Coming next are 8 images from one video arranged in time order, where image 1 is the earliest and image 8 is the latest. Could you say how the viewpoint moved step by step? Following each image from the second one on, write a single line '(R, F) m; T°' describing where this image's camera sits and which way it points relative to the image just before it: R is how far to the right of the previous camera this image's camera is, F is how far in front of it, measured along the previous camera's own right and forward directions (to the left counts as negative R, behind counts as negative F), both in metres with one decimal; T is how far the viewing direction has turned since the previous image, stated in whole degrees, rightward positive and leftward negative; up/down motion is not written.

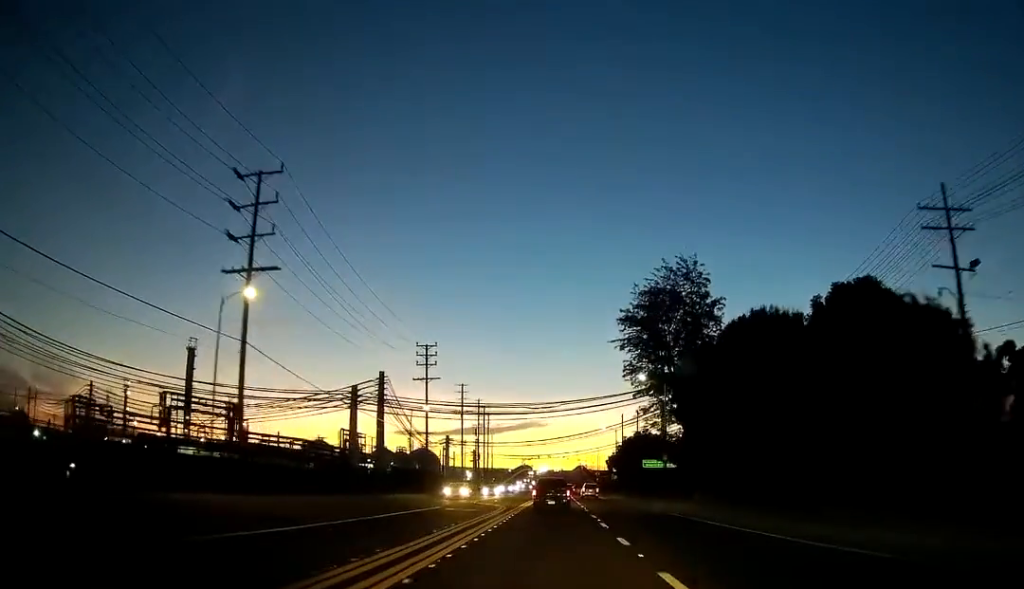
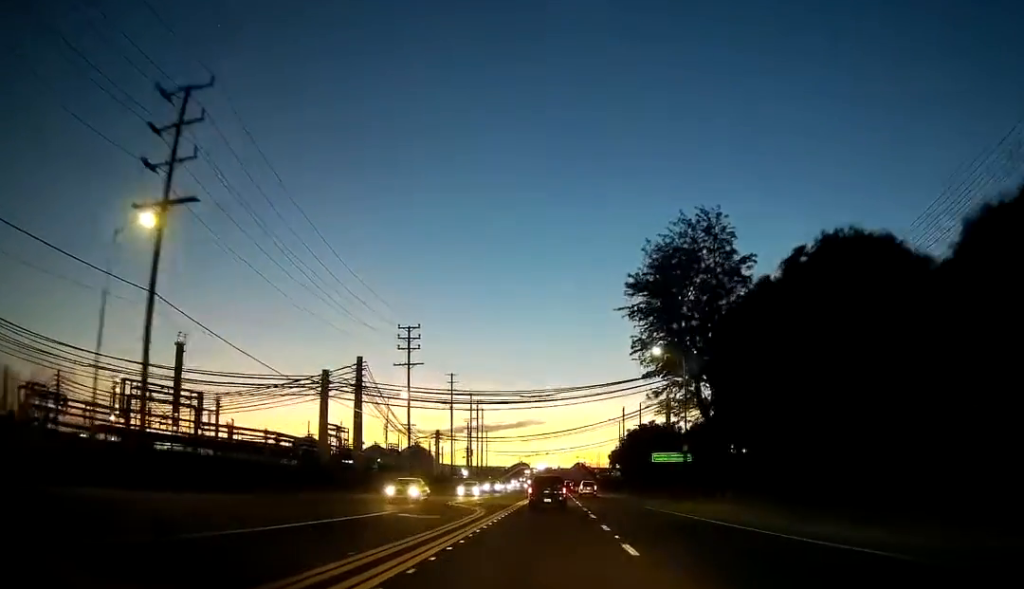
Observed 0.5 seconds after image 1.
(-0.1, +10.1) m; 0°
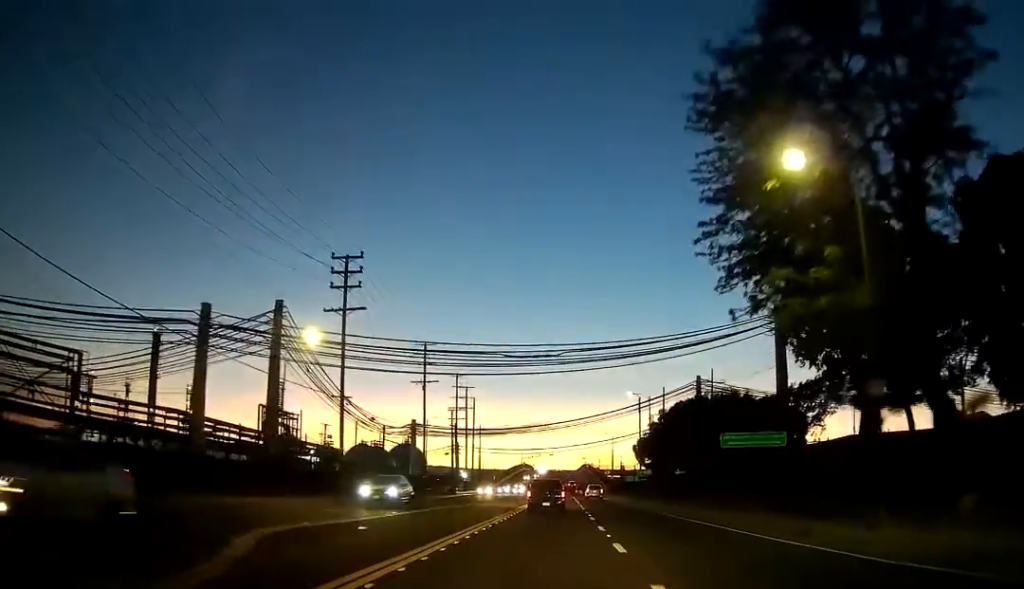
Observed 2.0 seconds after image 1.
(0.0, +29.3) m; -1°
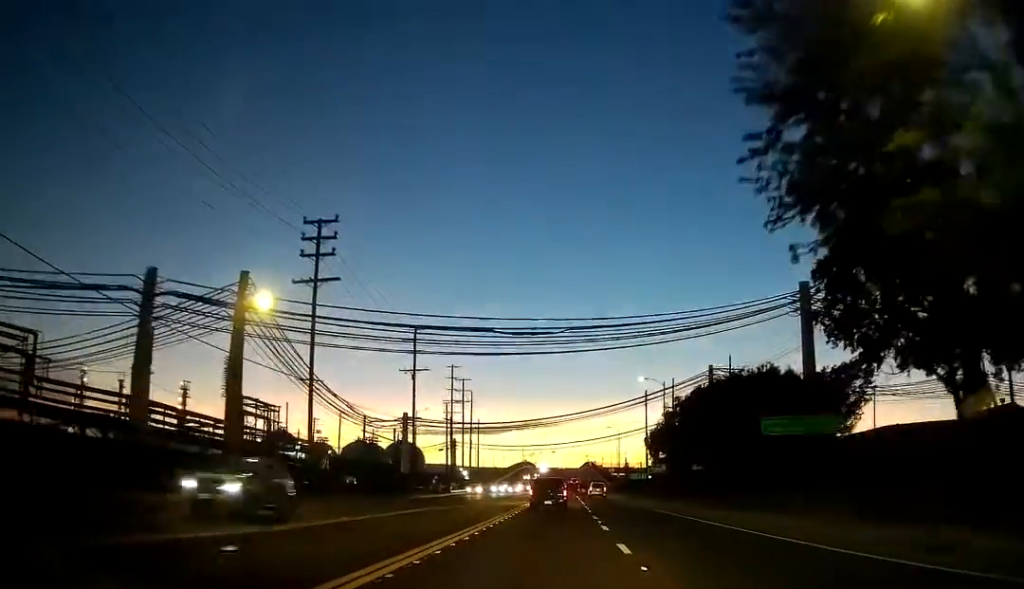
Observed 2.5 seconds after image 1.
(0.0, +8.0) m; 0°
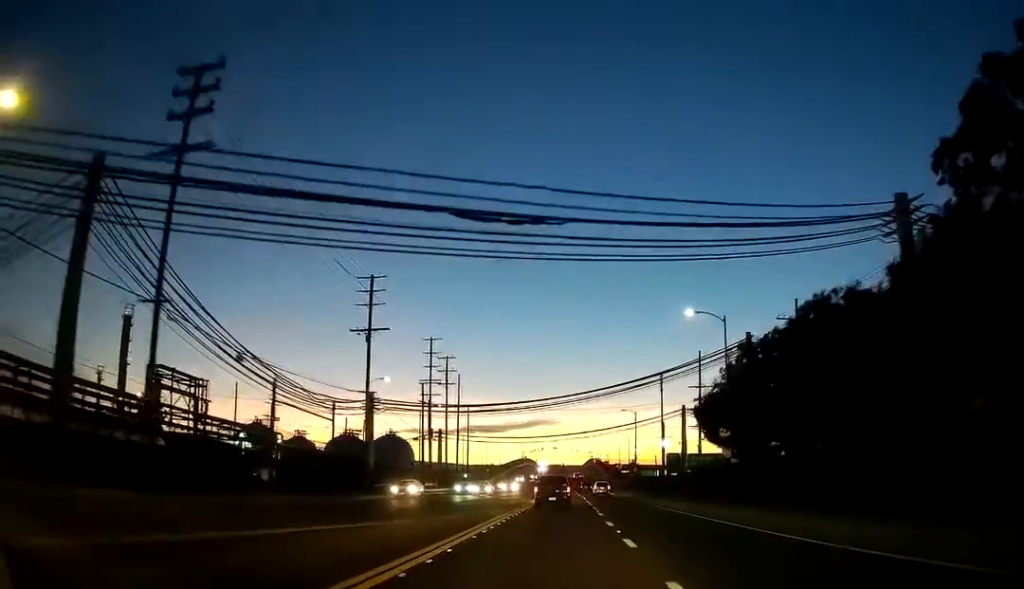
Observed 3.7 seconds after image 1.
(-0.1, +22.1) m; 0°
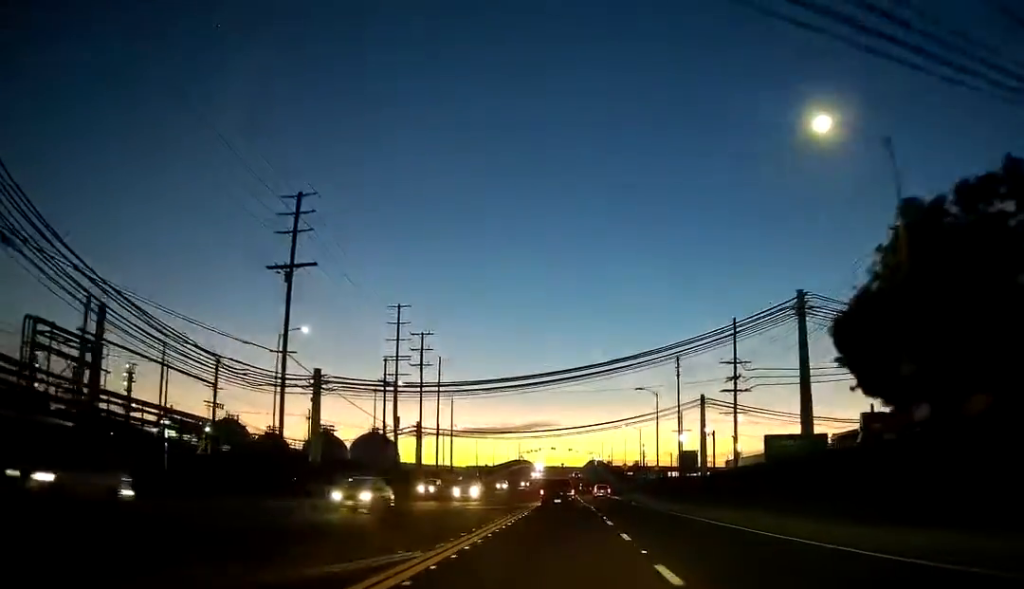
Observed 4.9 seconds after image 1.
(+0.1, +20.8) m; 0°
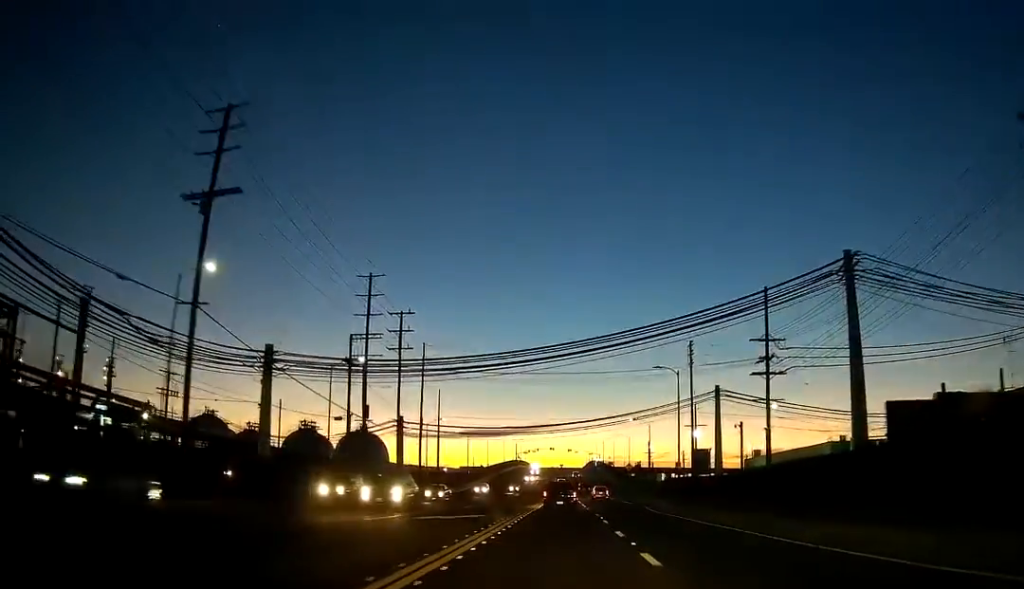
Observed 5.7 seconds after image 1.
(+0.1, +13.1) m; 0°
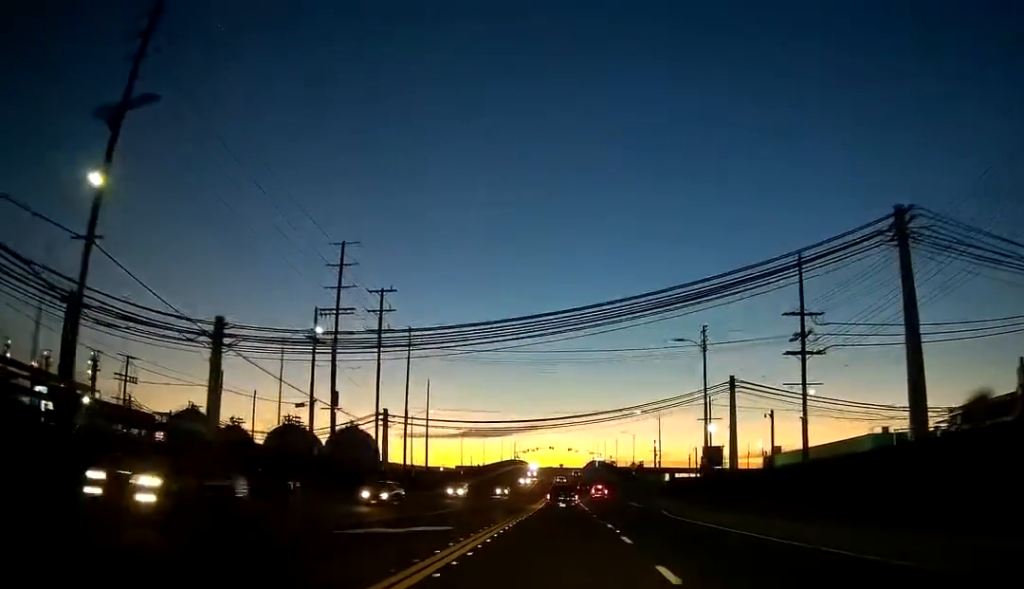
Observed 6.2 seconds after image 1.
(-0.1, +9.6) m; -1°
